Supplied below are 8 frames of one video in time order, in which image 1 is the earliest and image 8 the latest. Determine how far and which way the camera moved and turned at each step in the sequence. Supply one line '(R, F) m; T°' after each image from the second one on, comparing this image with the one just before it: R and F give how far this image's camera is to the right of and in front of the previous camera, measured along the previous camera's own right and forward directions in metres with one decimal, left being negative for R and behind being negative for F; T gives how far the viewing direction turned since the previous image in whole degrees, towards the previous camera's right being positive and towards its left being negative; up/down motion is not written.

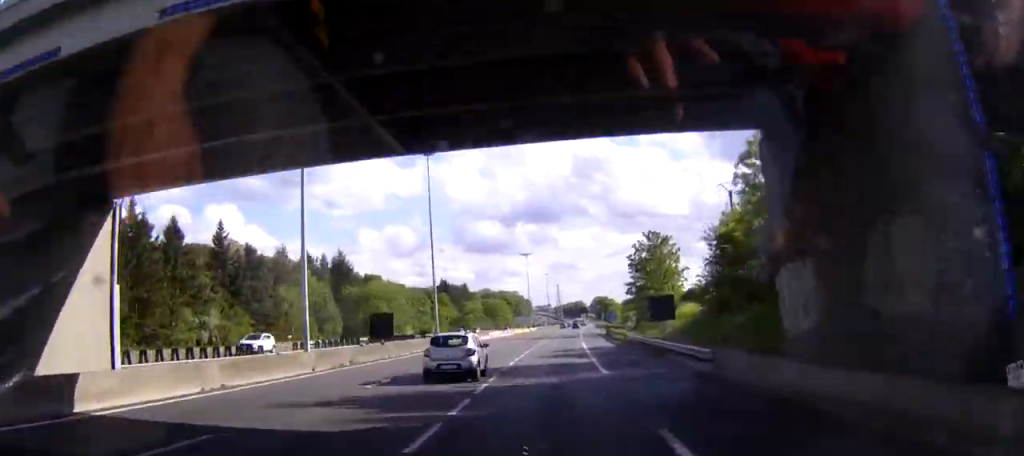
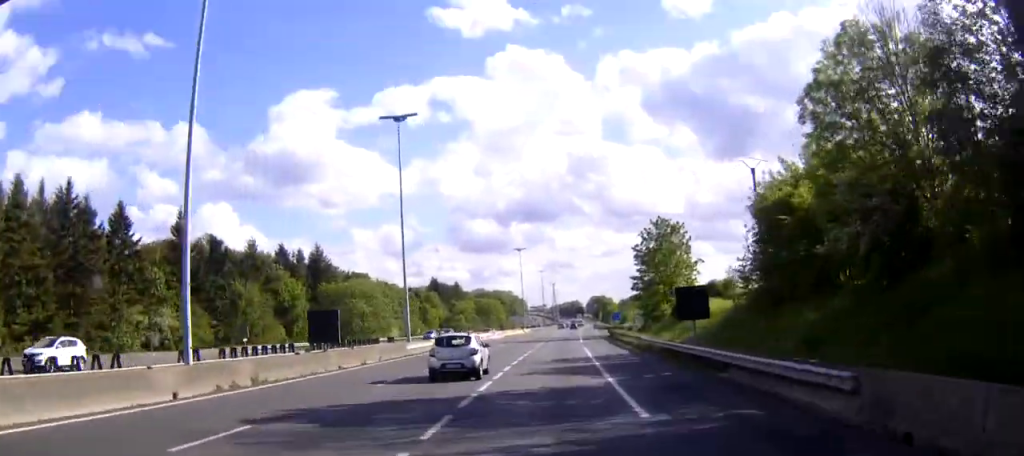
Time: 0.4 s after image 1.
(+0.1, +11.6) m; 0°
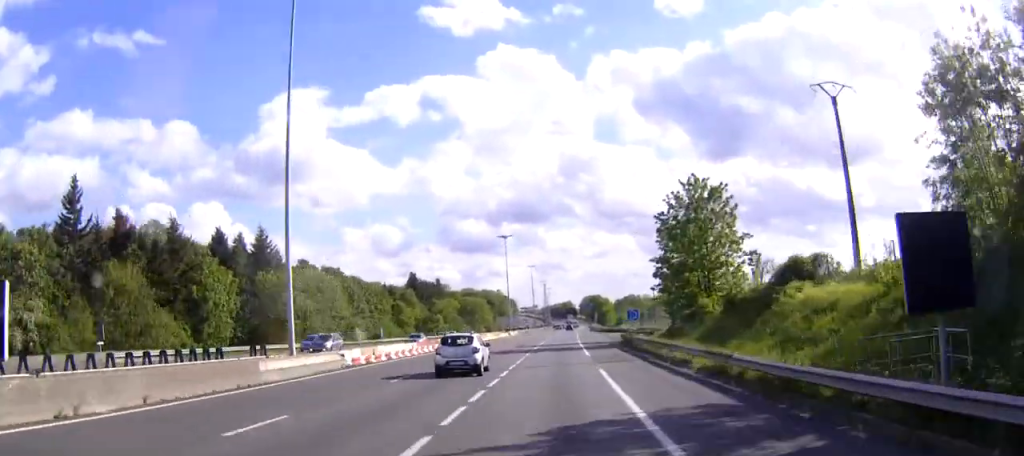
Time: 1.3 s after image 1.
(+0.1, +24.0) m; 0°
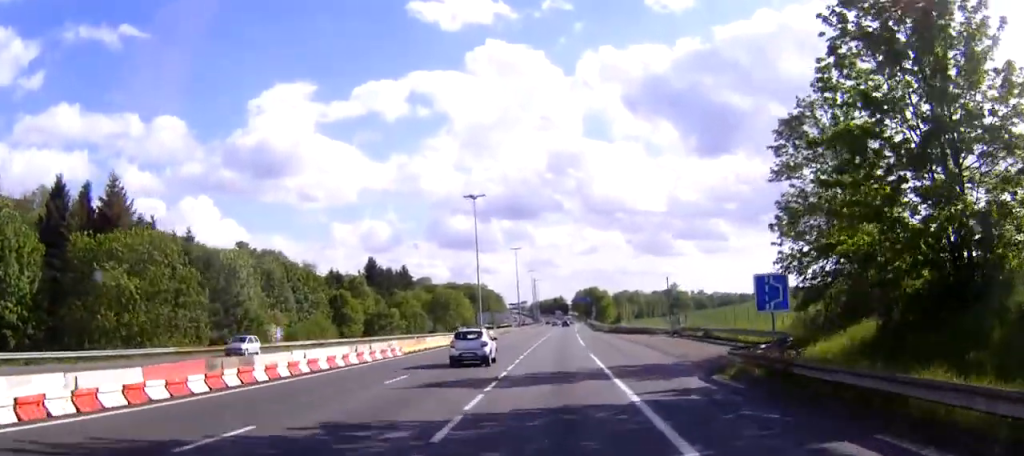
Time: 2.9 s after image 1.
(0.0, +40.7) m; 0°
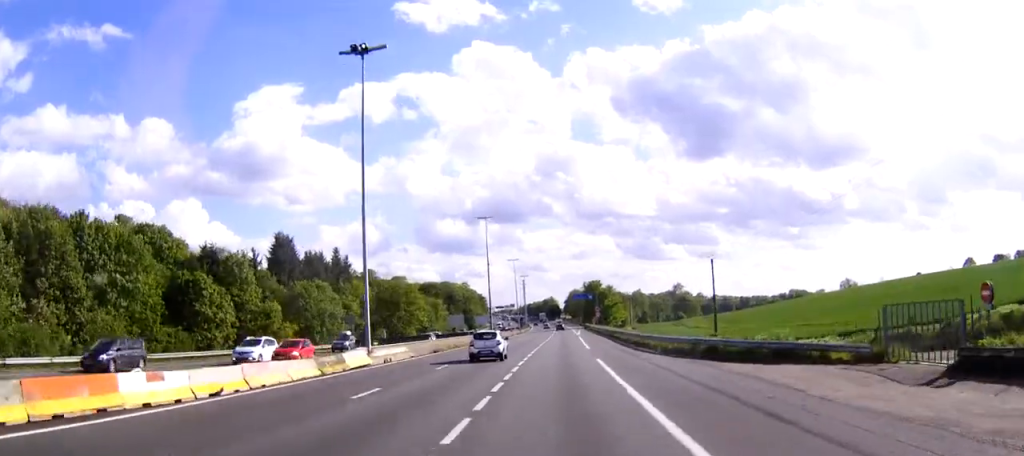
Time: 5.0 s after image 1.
(+0.7, +55.7) m; +1°
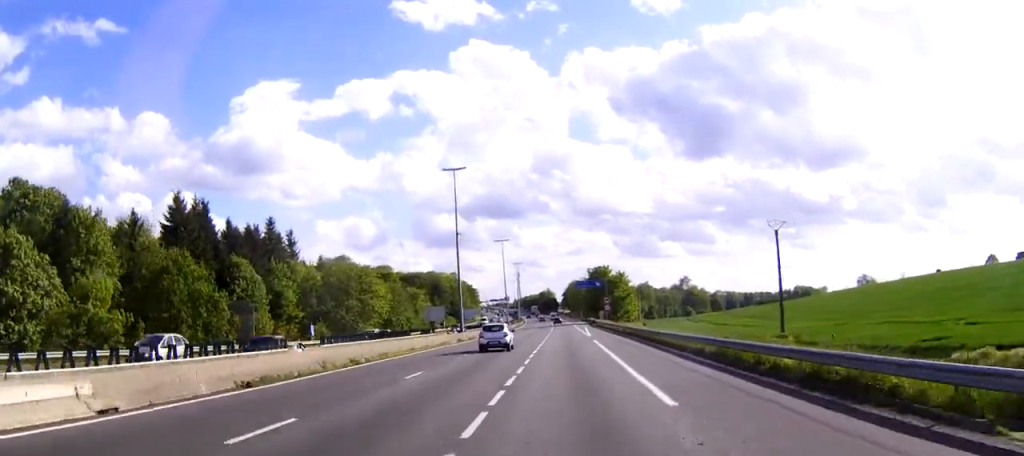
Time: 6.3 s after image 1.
(+0.1, +34.8) m; 0°
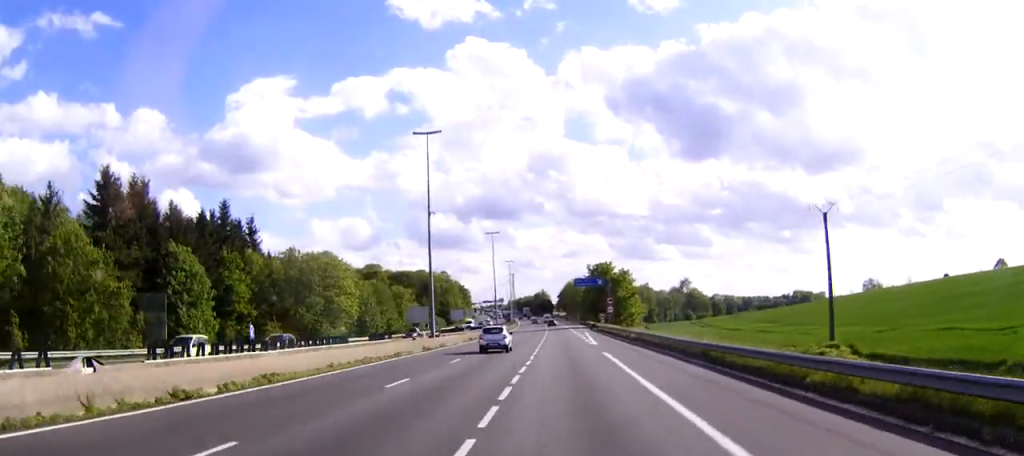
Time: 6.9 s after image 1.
(0.0, +16.1) m; 0°
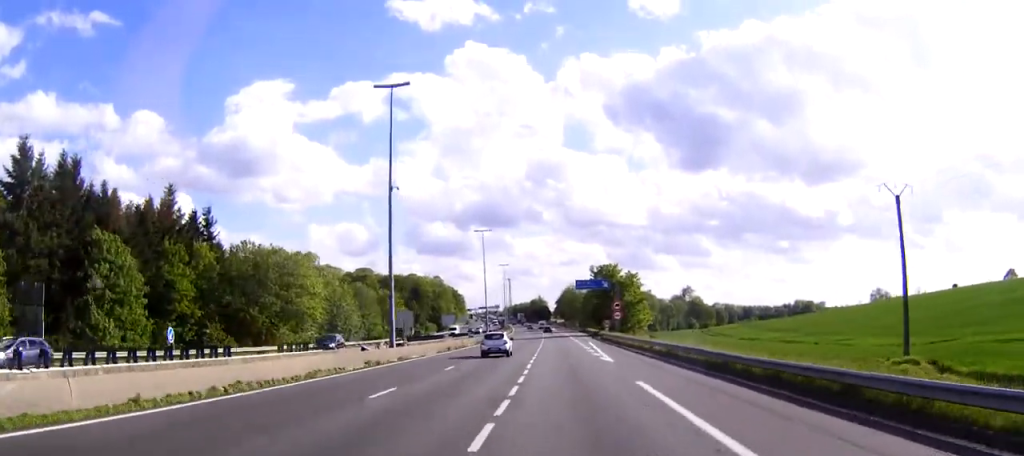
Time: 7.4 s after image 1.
(+0.1, +15.2) m; 0°
